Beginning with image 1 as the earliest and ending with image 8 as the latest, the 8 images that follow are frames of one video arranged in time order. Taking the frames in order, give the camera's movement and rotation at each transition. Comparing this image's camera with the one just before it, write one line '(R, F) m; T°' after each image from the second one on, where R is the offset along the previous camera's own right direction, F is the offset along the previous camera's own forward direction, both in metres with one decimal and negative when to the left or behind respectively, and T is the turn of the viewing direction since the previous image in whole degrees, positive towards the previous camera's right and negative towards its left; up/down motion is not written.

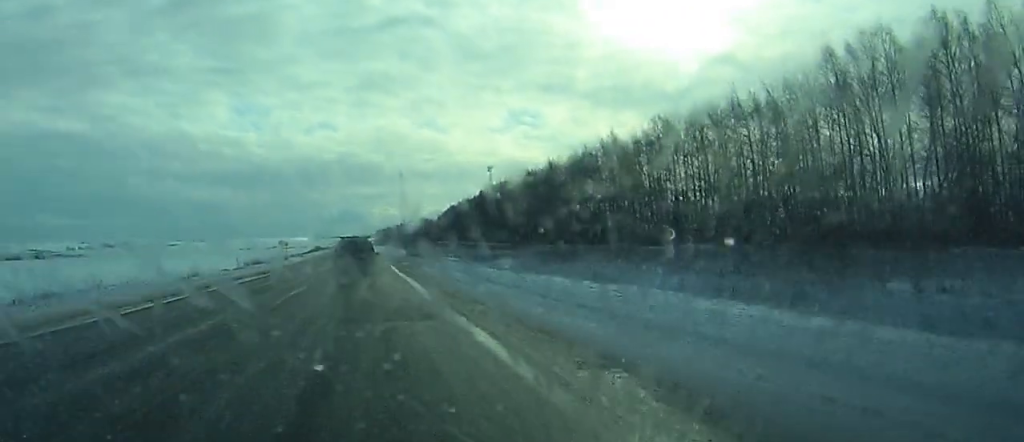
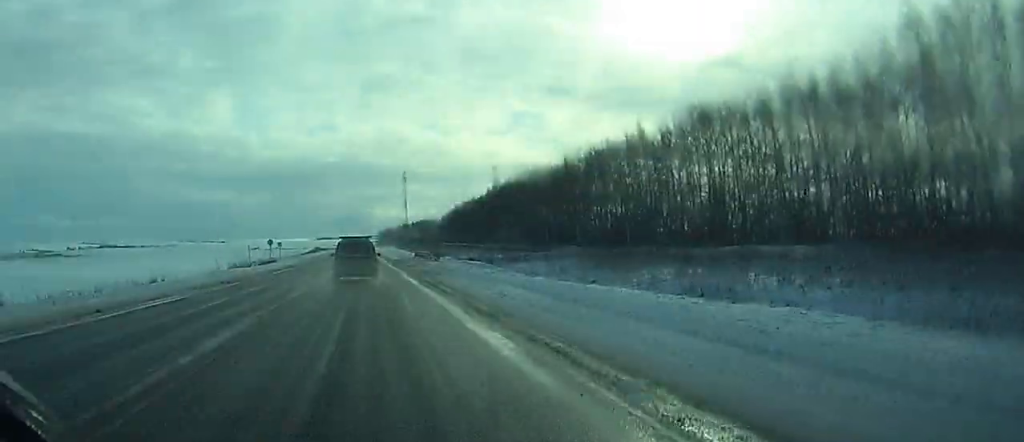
(0.0, +16.1) m; 0°
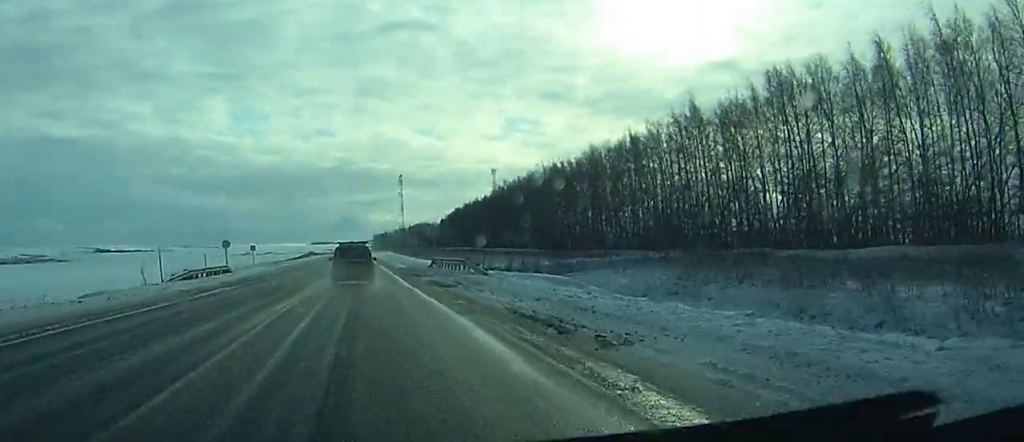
(+0.1, +29.6) m; 0°
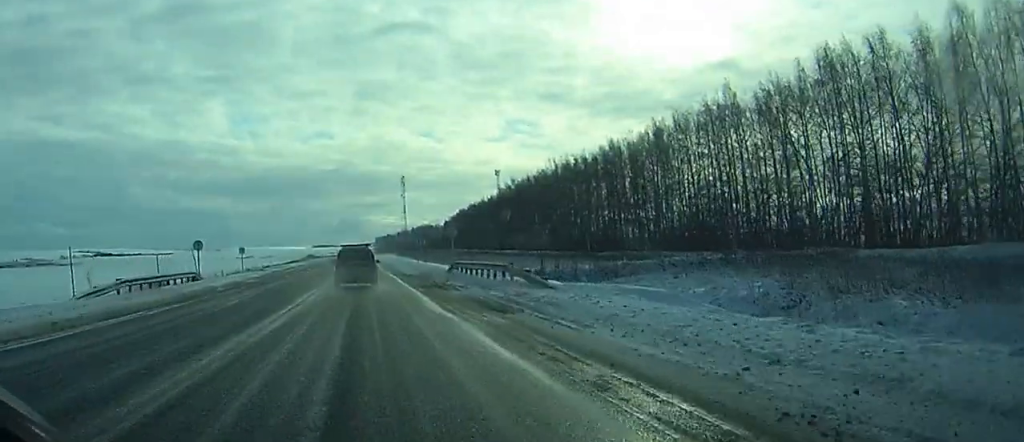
(0.0, +12.8) m; 0°
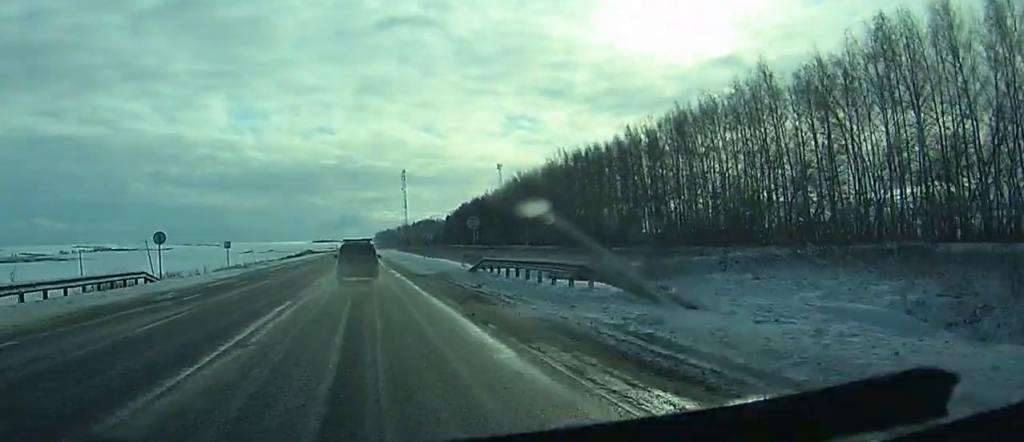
(0.0, +11.2) m; 0°
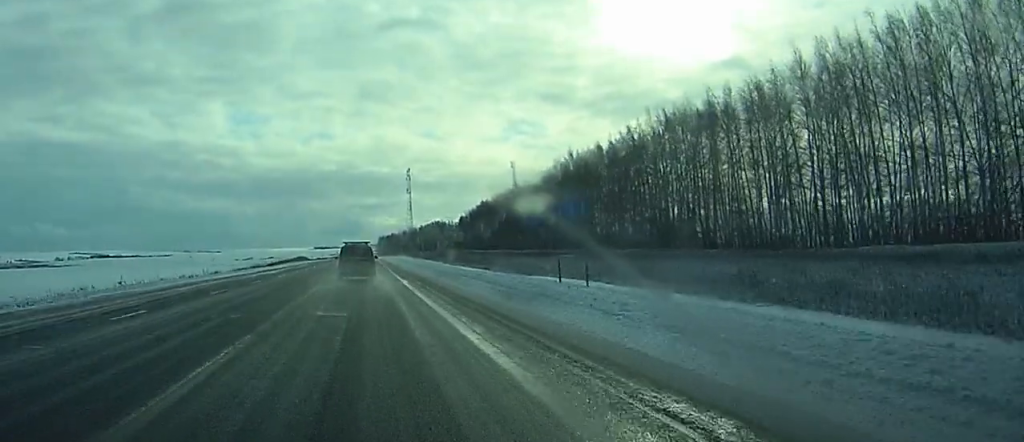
(+0.1, +68.3) m; 0°
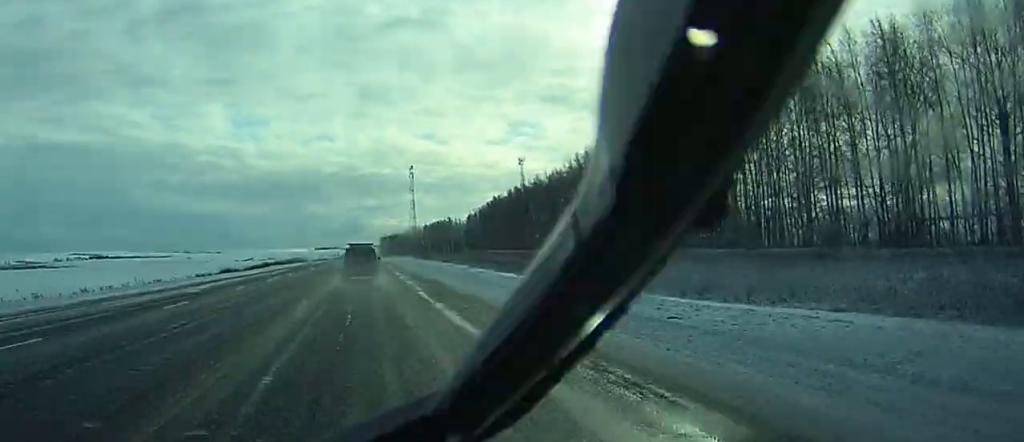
(-0.3, +31.6) m; -1°
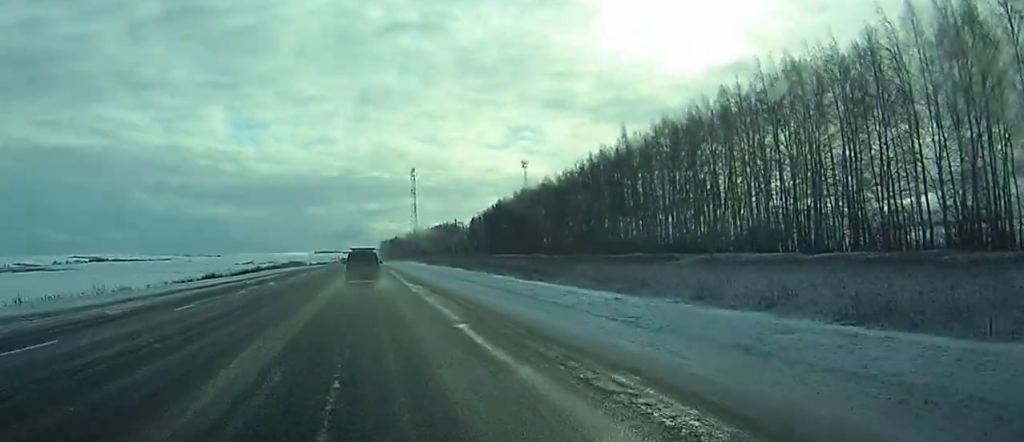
(0.0, +11.4) m; 0°
